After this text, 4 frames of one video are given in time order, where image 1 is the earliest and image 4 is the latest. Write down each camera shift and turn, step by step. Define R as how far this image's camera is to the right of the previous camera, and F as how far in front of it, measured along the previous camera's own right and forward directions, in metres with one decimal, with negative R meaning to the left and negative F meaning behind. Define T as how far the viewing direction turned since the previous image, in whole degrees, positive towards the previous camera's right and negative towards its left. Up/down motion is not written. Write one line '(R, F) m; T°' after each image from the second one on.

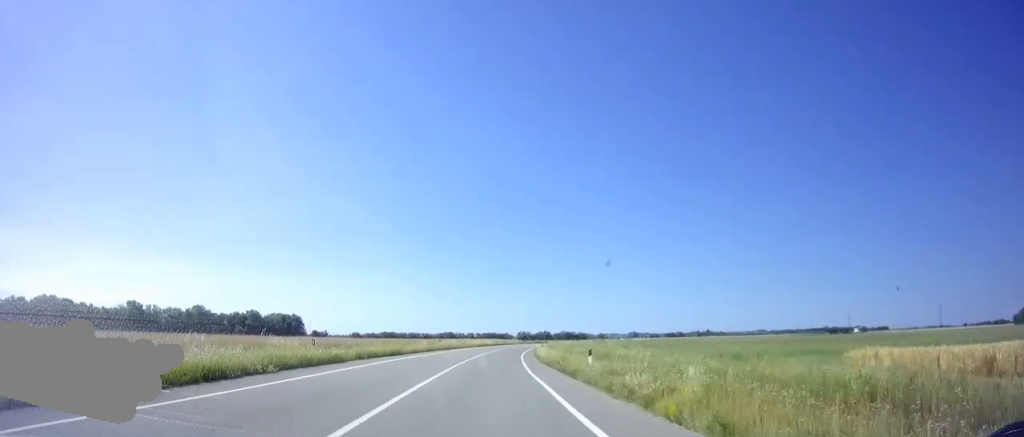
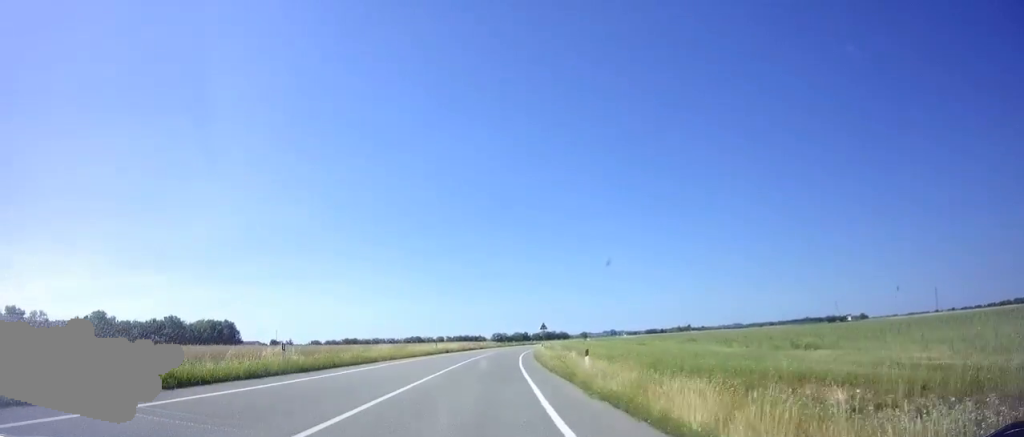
(+0.9, +38.9) m; +3°
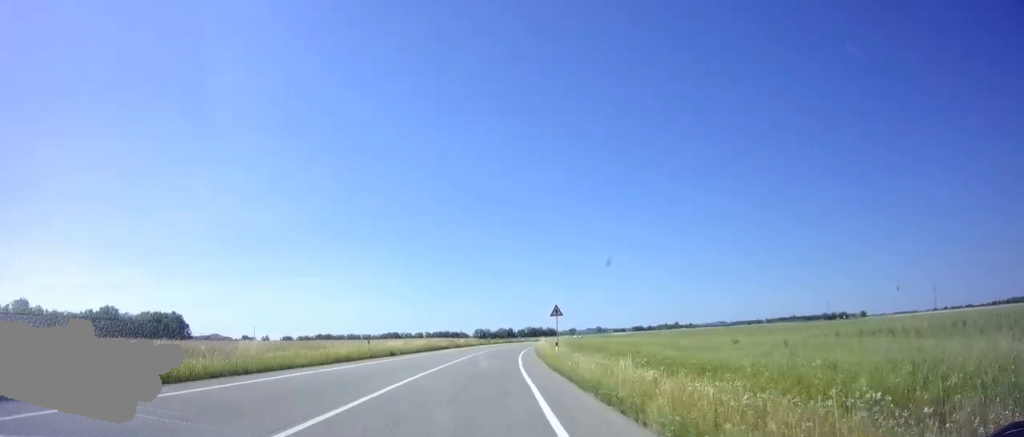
(+0.3, +22.8) m; +1°
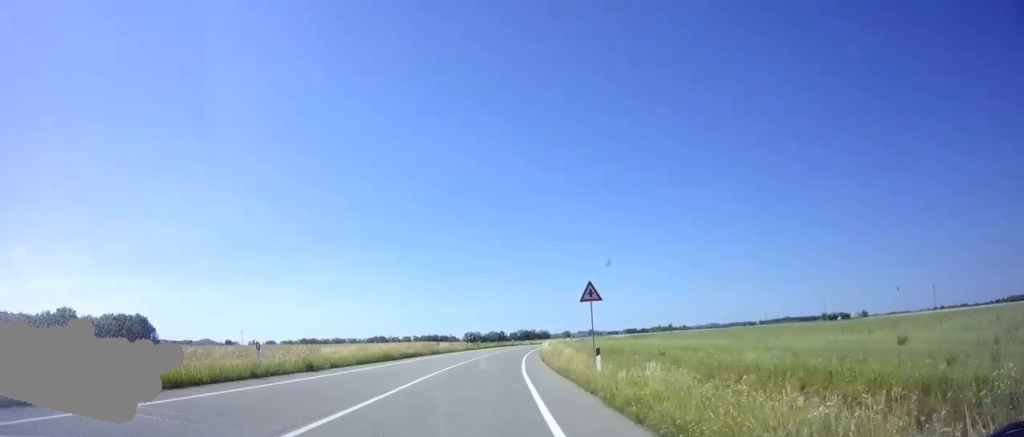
(+0.1, +14.0) m; +1°
